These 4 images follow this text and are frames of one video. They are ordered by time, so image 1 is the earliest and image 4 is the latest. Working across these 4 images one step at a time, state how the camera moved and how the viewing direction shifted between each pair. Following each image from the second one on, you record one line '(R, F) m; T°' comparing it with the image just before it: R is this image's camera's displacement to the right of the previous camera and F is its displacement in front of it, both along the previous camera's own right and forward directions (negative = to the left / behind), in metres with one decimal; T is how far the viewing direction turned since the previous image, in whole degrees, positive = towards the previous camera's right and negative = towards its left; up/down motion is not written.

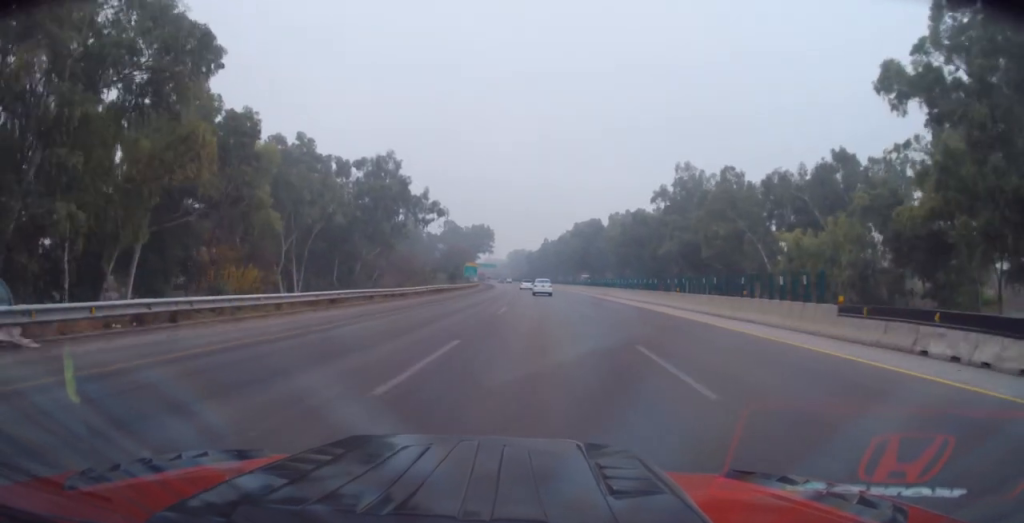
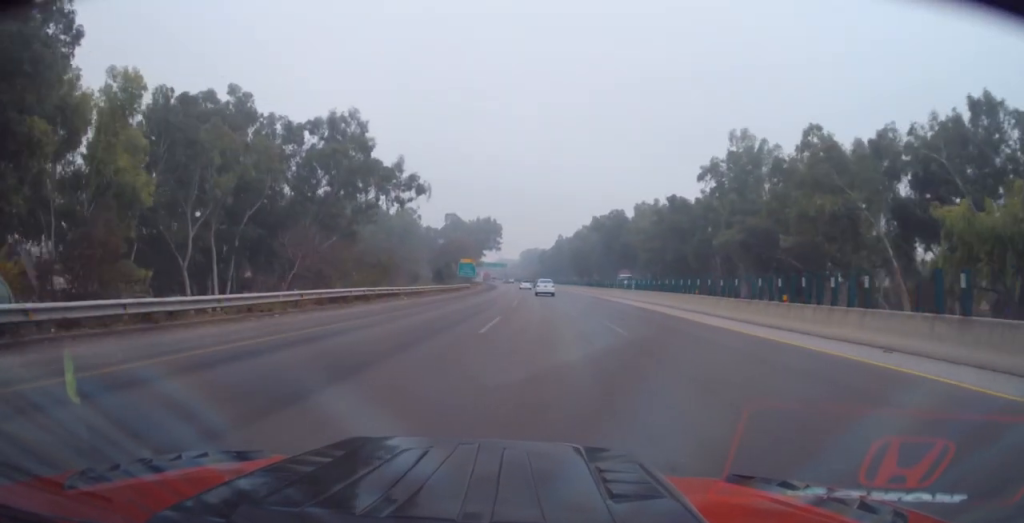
(+0.2, +27.2) m; 0°
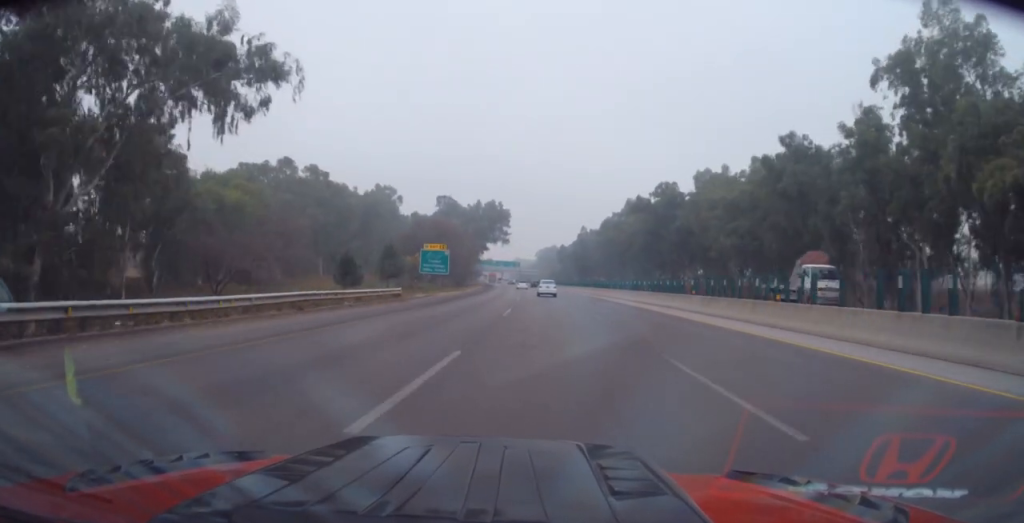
(-1.3, +46.3) m; -3°
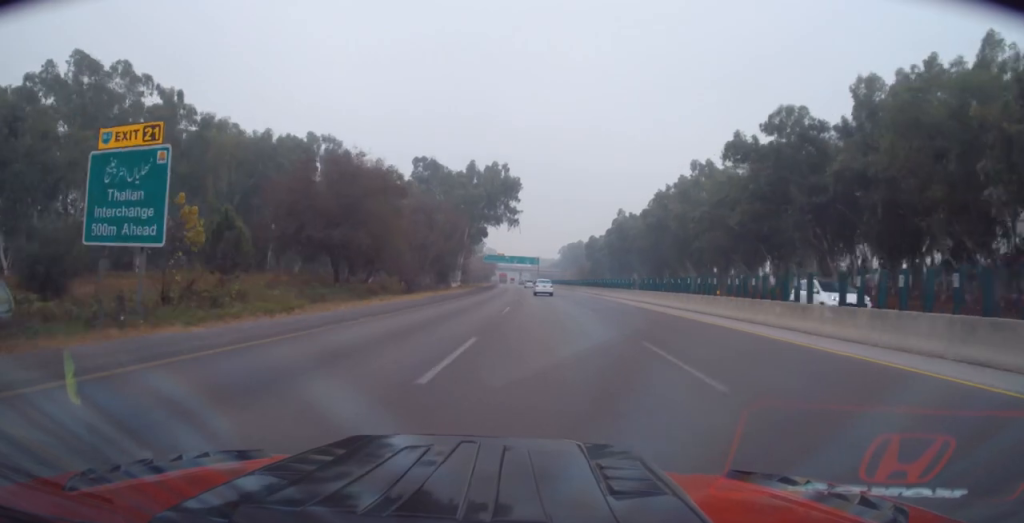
(-0.1, +51.8) m; -1°
